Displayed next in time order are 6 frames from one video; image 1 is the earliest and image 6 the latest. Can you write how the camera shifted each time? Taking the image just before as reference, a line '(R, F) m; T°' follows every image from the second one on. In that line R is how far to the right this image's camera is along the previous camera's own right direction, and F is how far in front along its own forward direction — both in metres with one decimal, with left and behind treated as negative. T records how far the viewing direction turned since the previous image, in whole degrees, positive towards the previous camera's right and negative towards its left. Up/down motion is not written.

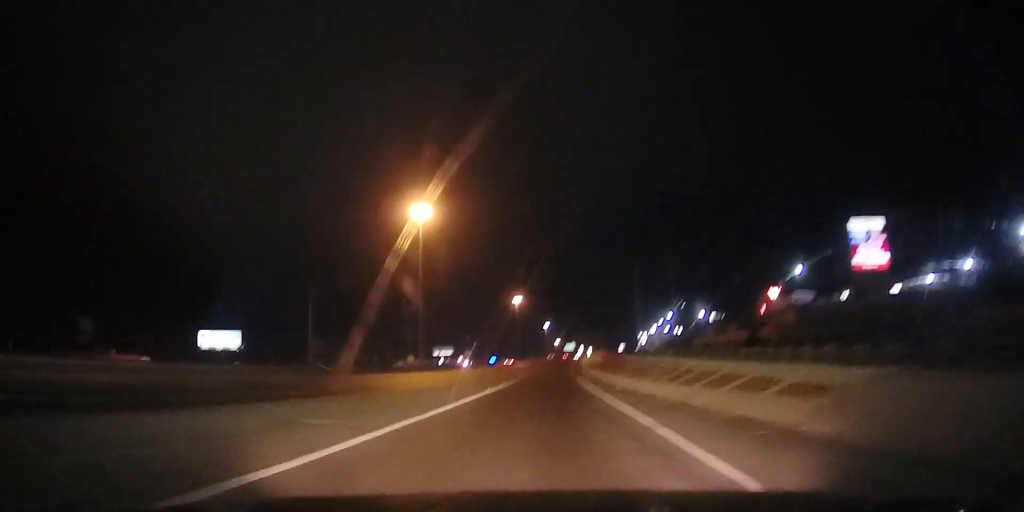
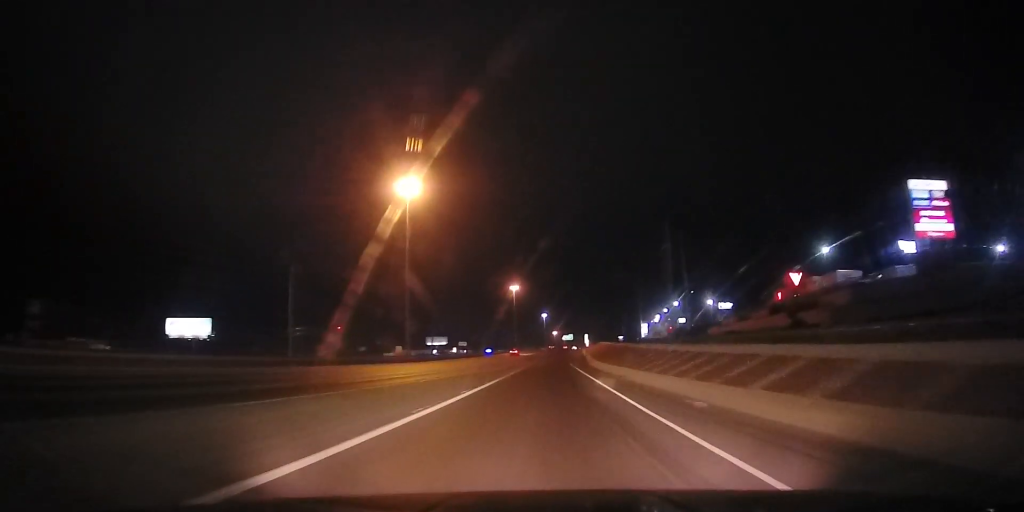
(+0.2, +17.0) m; +2°
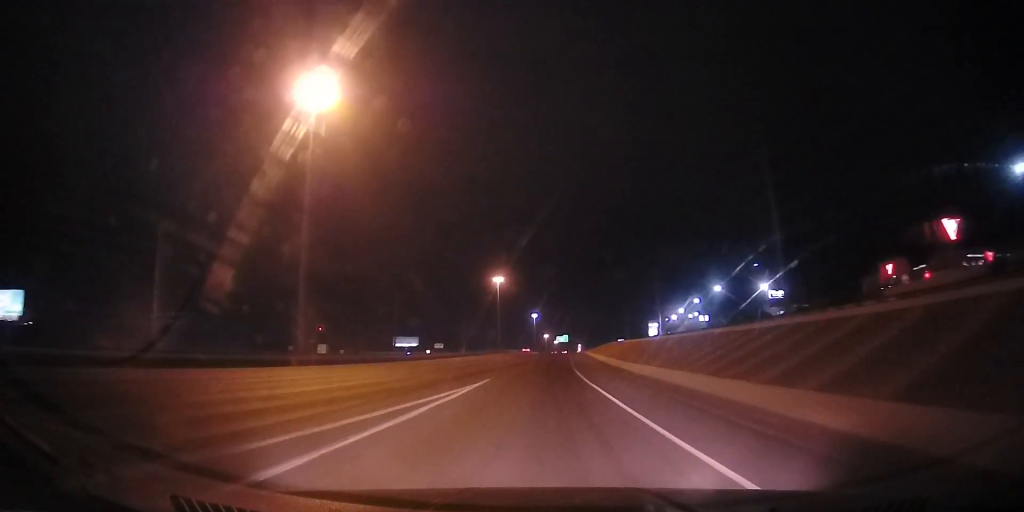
(+3.7, +84.3) m; +2°
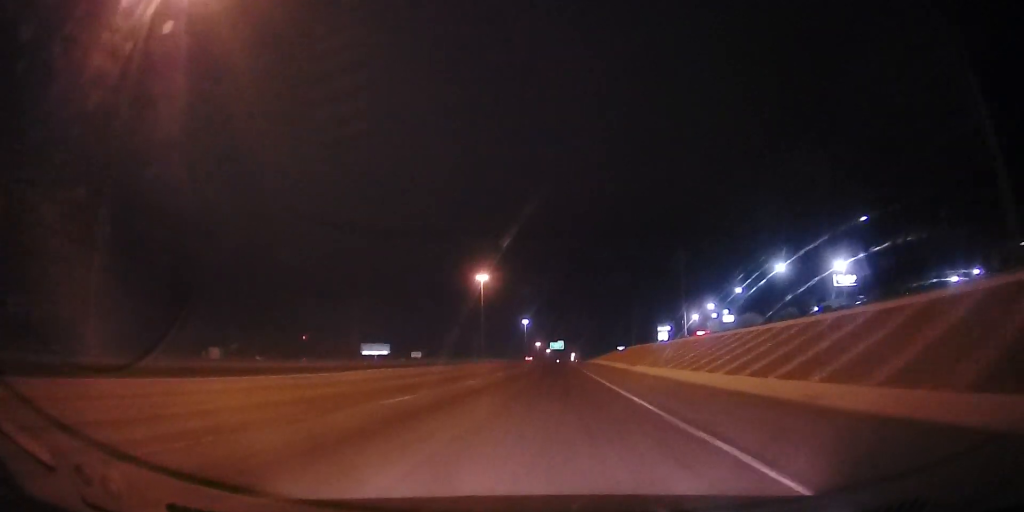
(-1.2, +68.6) m; -1°
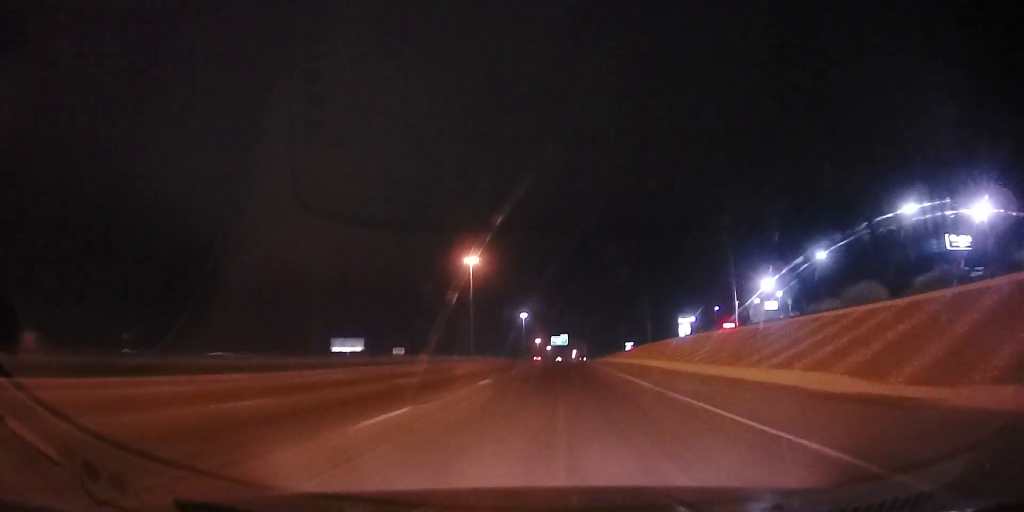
(+1.2, +53.4) m; +3°
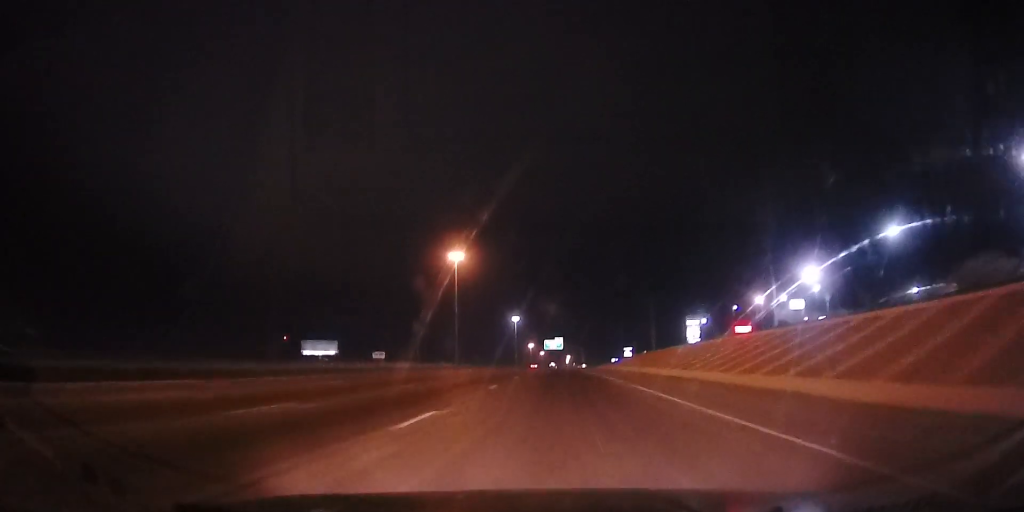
(-0.3, +26.2) m; 0°
